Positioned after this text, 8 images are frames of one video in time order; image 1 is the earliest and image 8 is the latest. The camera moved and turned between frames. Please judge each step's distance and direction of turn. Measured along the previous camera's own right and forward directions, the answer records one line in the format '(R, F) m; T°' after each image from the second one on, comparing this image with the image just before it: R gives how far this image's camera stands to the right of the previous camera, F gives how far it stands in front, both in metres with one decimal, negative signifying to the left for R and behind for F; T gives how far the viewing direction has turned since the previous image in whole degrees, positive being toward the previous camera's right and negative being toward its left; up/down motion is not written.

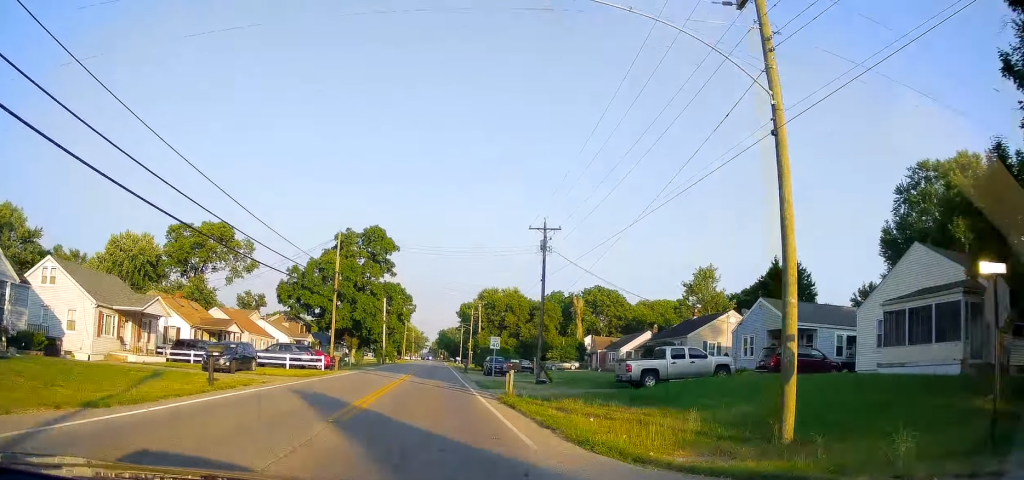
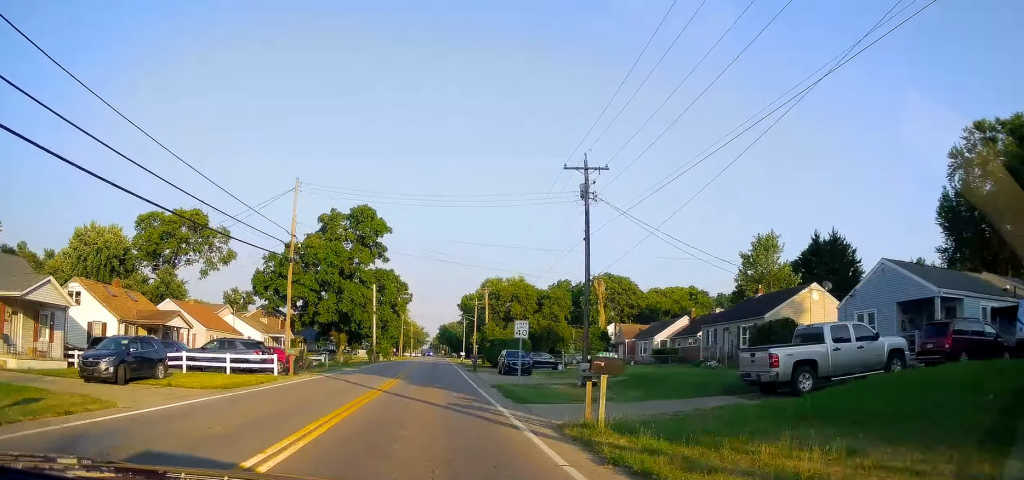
(0.0, +12.0) m; +1°
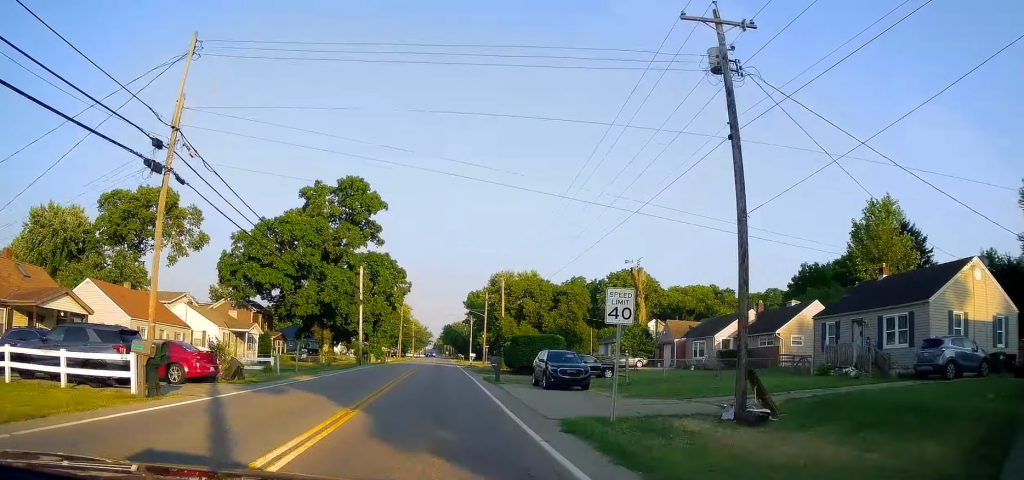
(0.0, +14.0) m; +1°
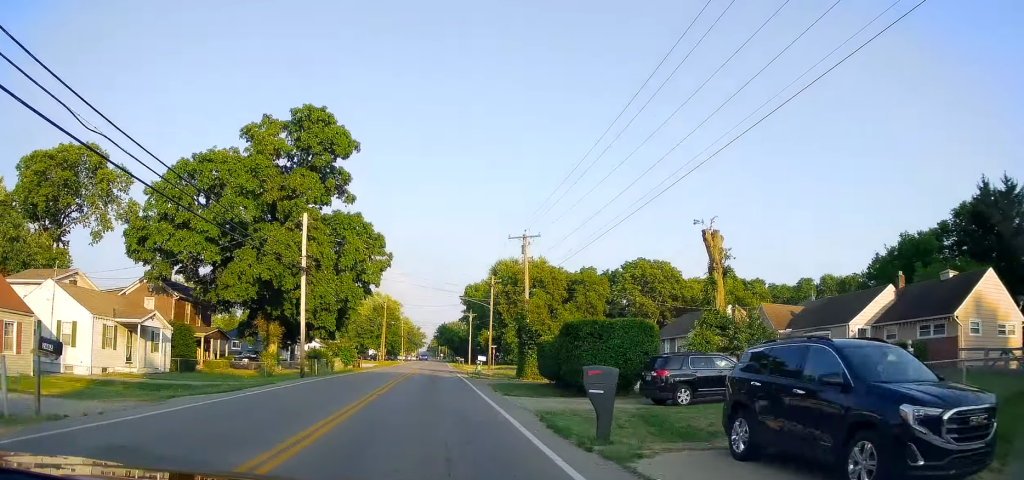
(+0.4, +19.3) m; +1°
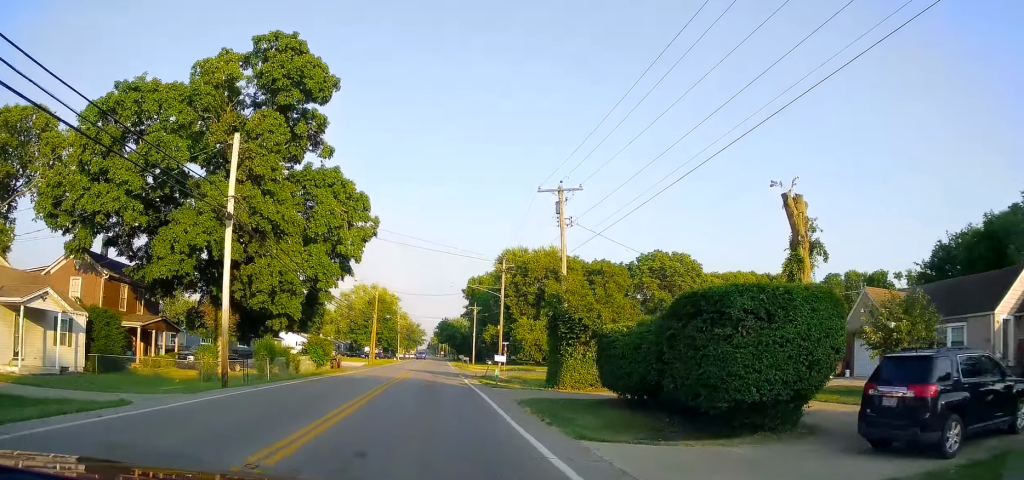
(0.0, +11.4) m; -1°
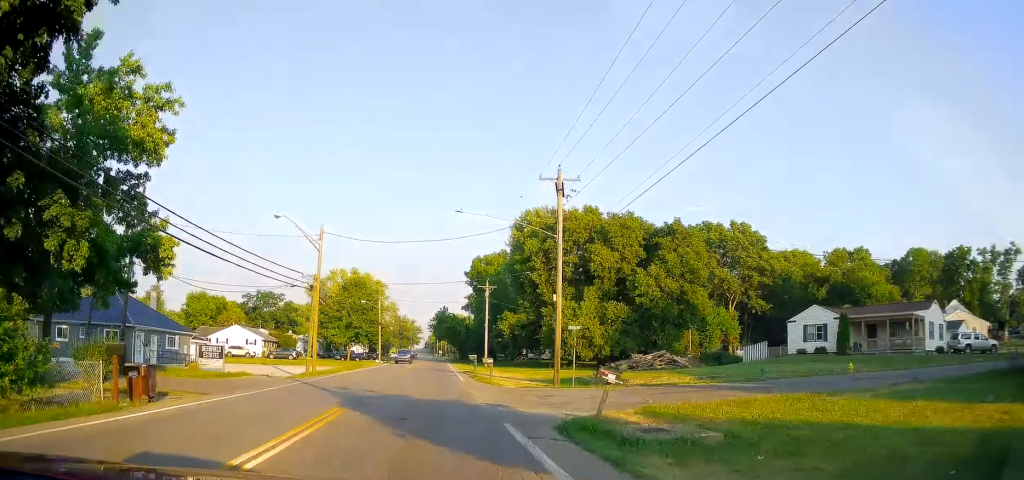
(-1.2, +29.9) m; -3°
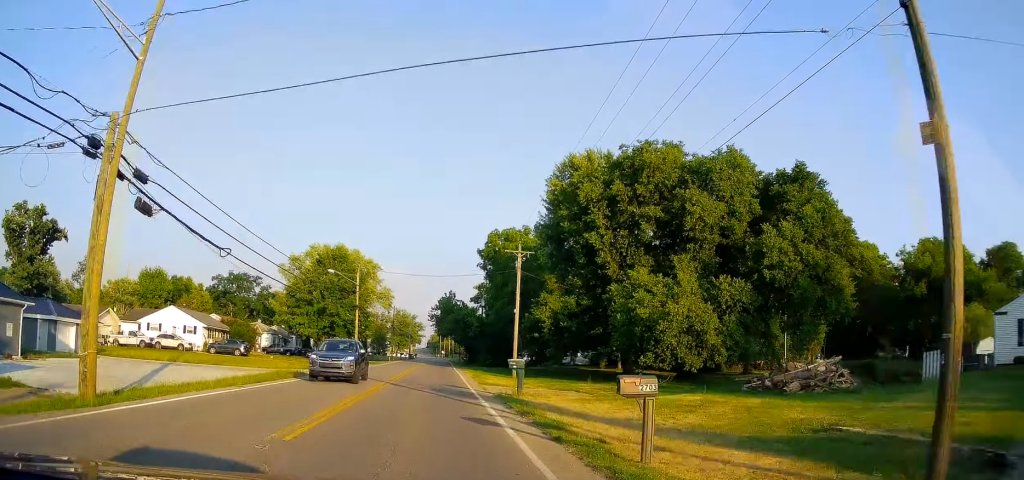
(+0.5, +24.3) m; +1°
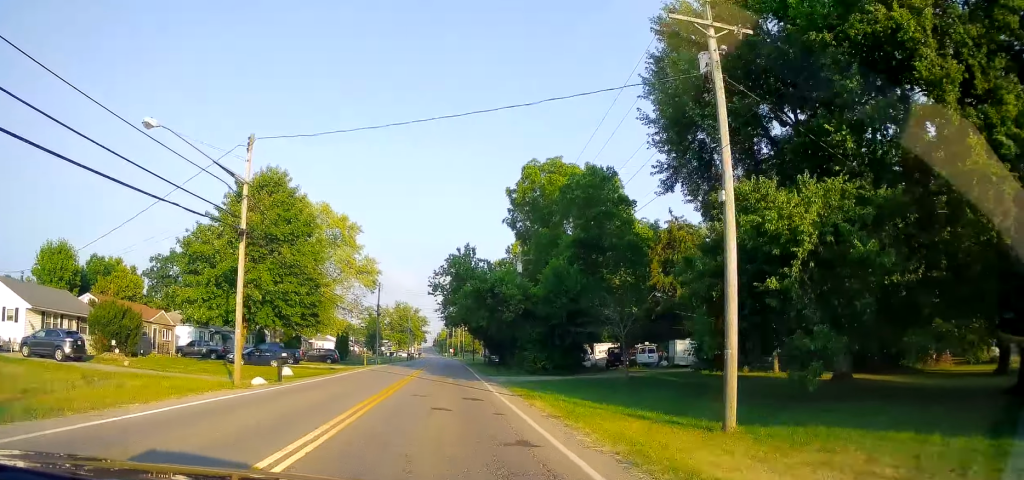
(-0.5, +32.6) m; -1°
